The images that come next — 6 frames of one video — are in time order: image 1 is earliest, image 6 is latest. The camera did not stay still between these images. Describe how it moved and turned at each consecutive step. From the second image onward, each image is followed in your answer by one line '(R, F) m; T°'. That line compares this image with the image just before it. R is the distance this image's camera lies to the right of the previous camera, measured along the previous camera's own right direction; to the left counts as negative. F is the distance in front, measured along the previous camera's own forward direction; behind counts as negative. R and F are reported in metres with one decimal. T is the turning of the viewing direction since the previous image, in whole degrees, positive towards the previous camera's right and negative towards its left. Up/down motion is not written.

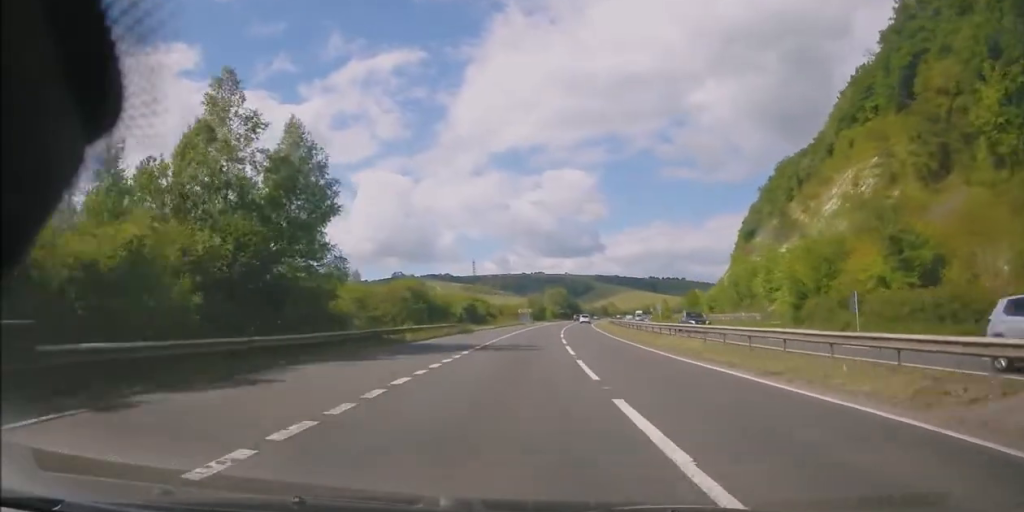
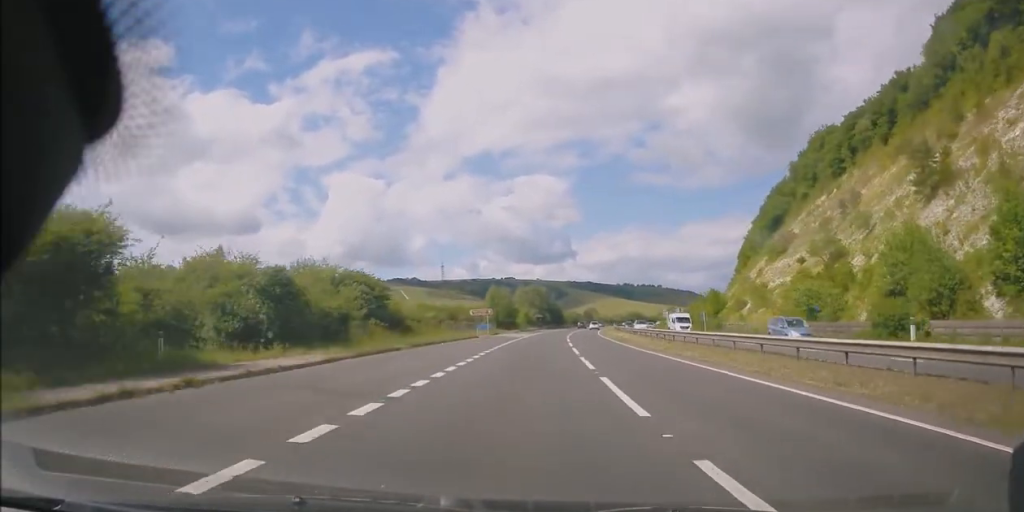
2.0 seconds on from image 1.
(+1.9, +49.0) m; +4°
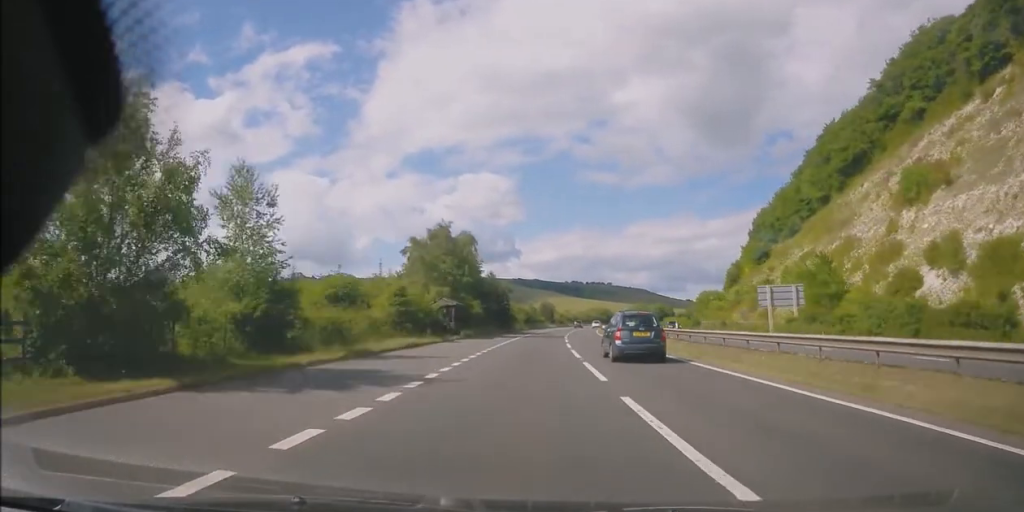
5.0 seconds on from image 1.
(+3.3, +75.2) m; +5°
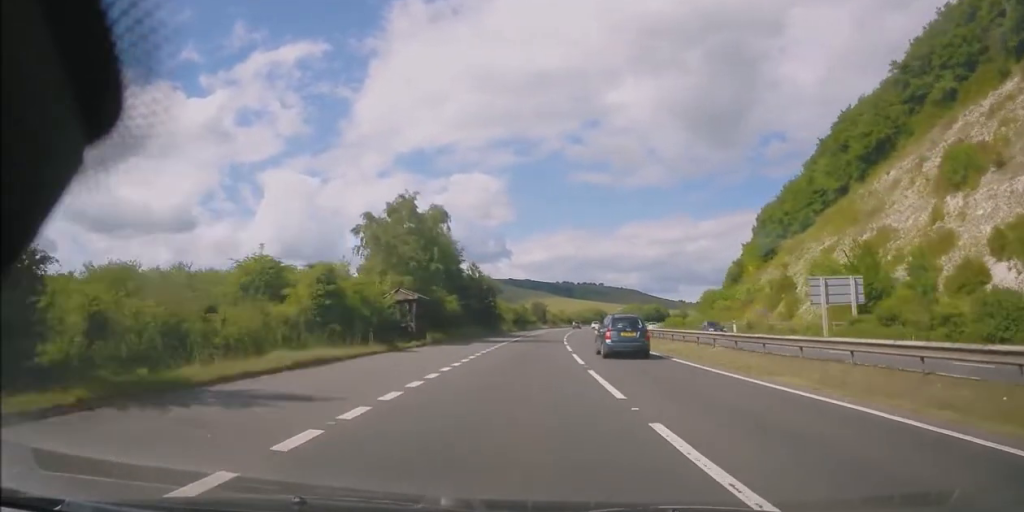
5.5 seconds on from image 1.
(+0.1, +11.7) m; +1°
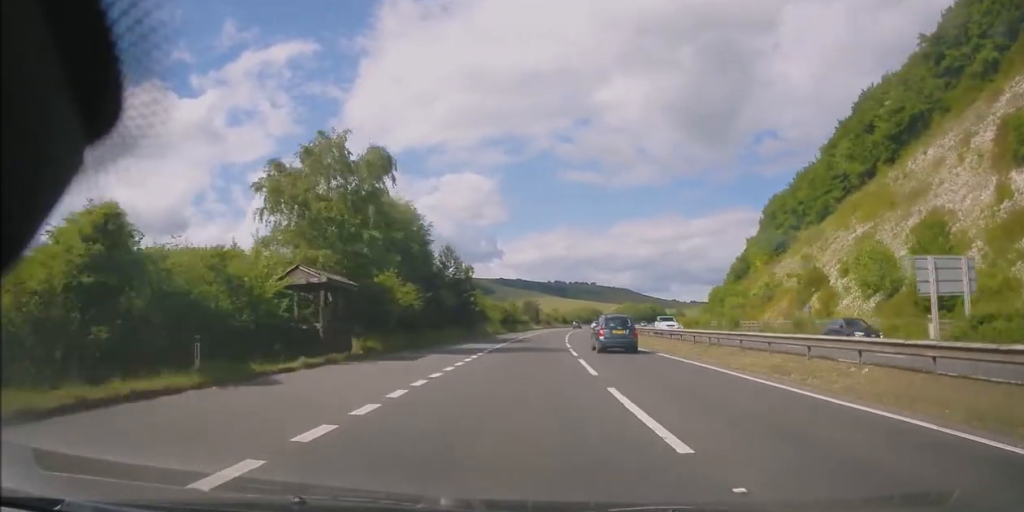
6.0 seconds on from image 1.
(0.0, +13.5) m; +1°
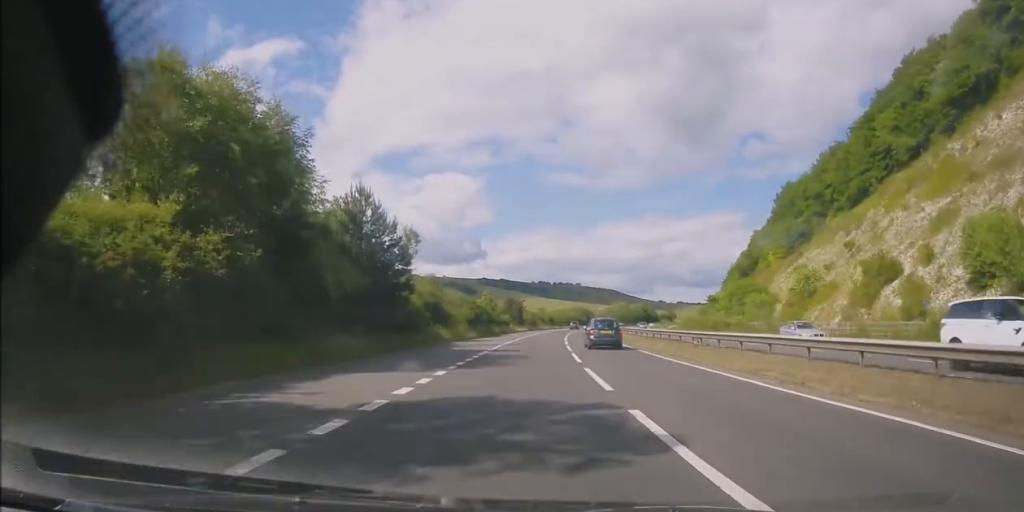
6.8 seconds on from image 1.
(+0.3, +21.0) m; +1°
